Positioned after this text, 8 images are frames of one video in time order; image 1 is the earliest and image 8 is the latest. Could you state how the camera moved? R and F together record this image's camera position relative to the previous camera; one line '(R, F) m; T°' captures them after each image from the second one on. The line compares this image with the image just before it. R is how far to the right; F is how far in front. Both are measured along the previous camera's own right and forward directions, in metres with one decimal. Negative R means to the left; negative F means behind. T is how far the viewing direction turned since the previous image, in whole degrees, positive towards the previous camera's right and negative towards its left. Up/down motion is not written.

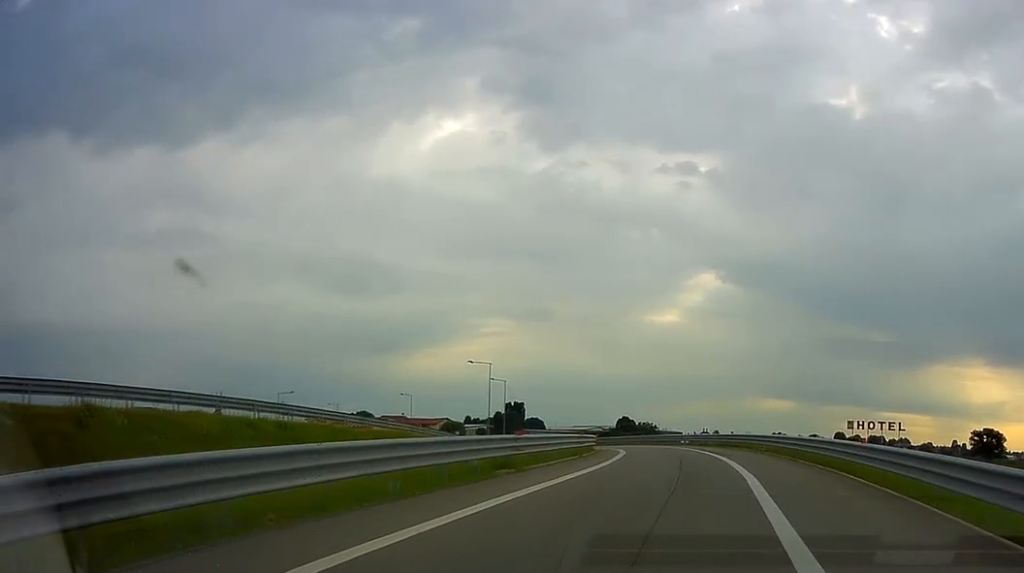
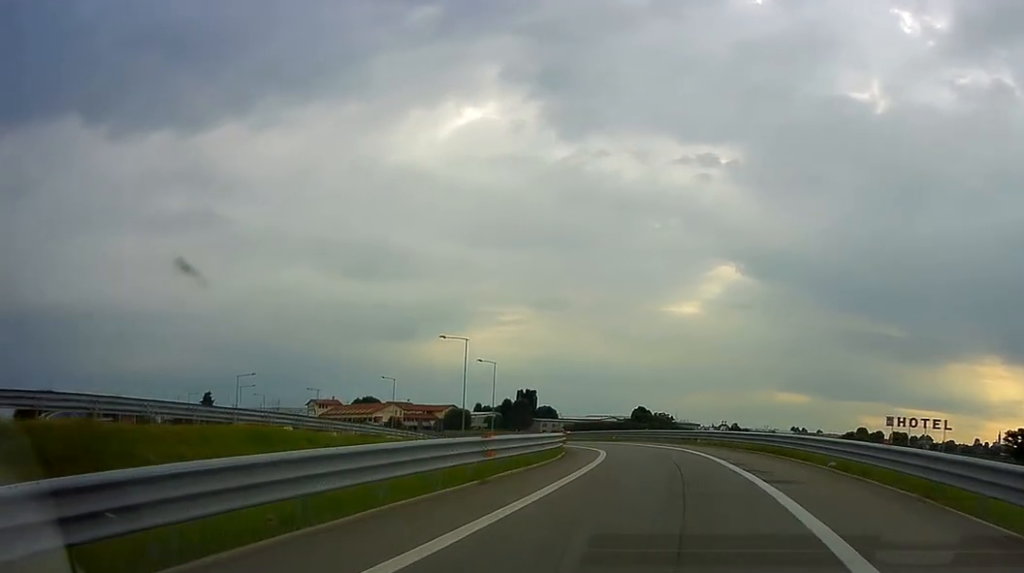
(+0.2, +15.4) m; +1°
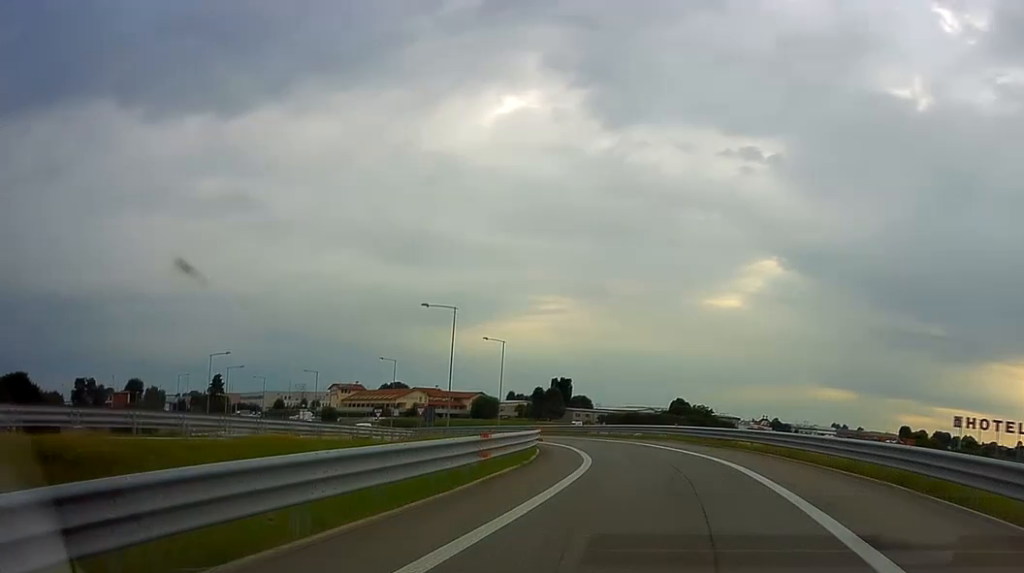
(0.0, +14.4) m; -2°
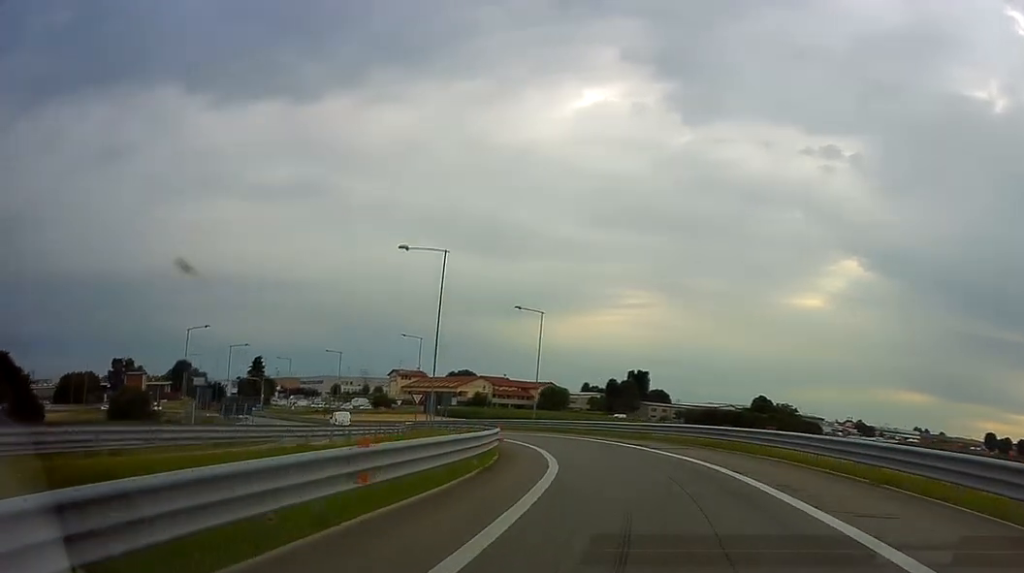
(-0.7, +17.8) m; -5°
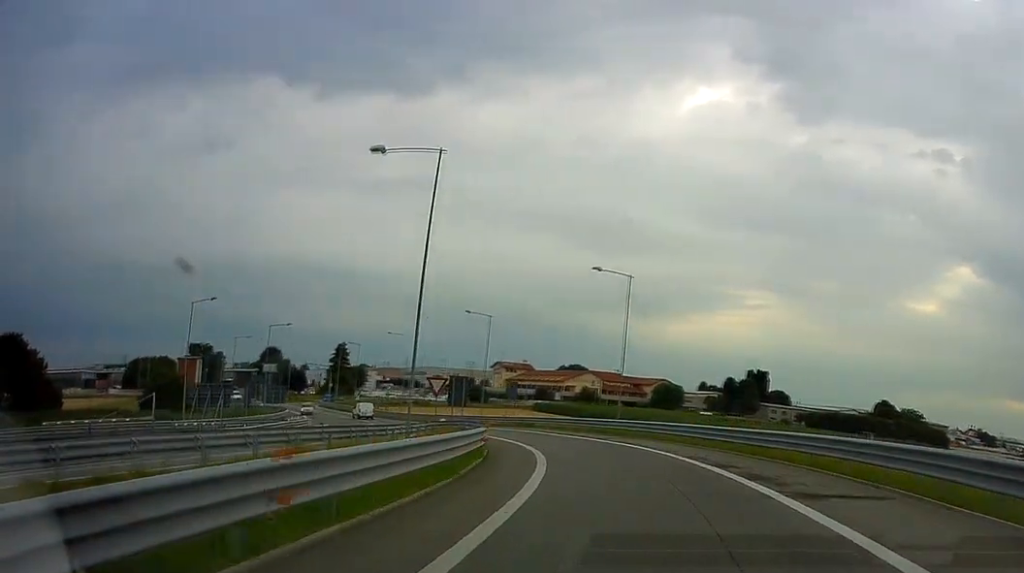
(-0.7, +16.1) m; -6°
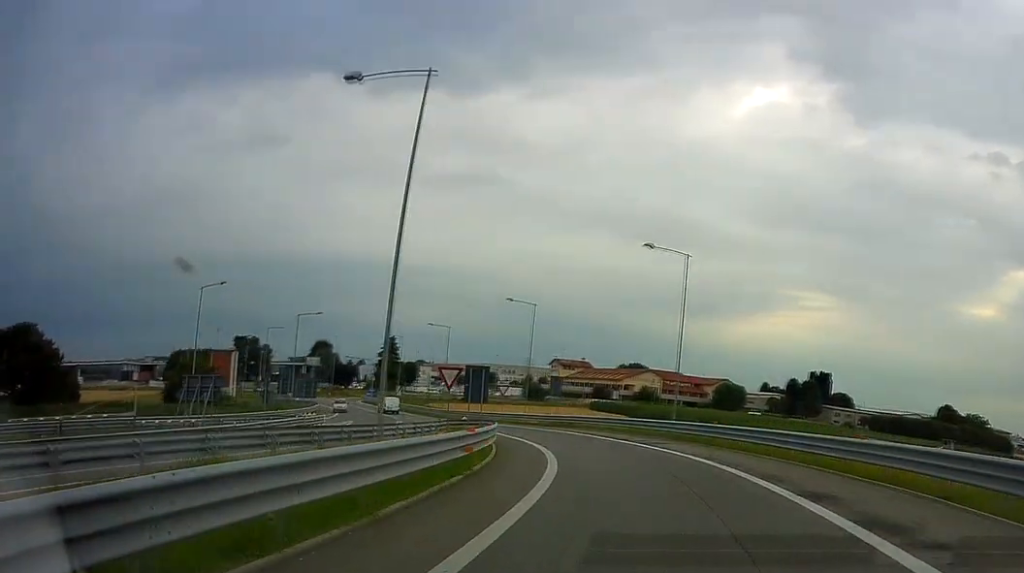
(-0.2, +6.5) m; -3°
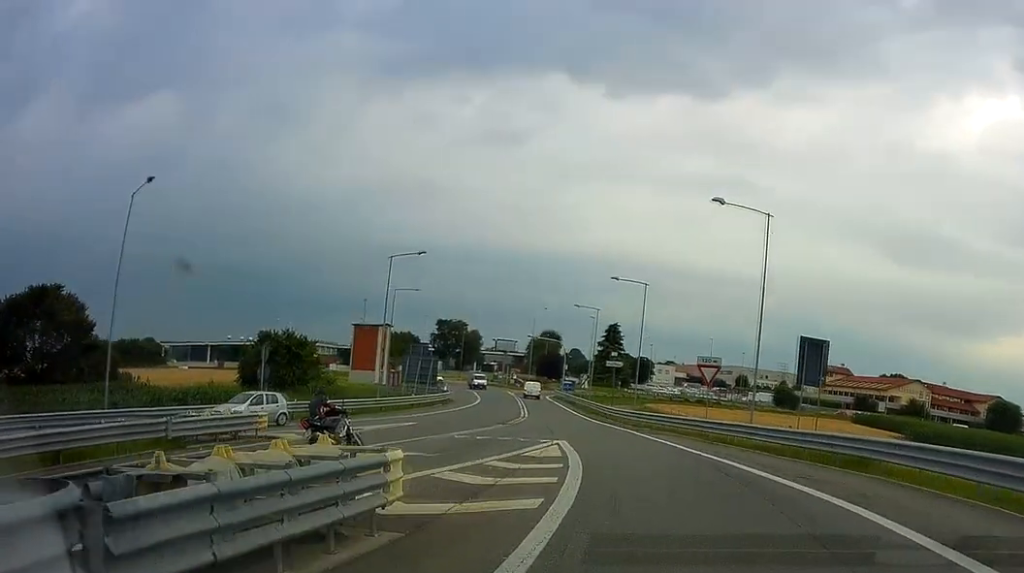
(-4.5, +29.6) m; -21°
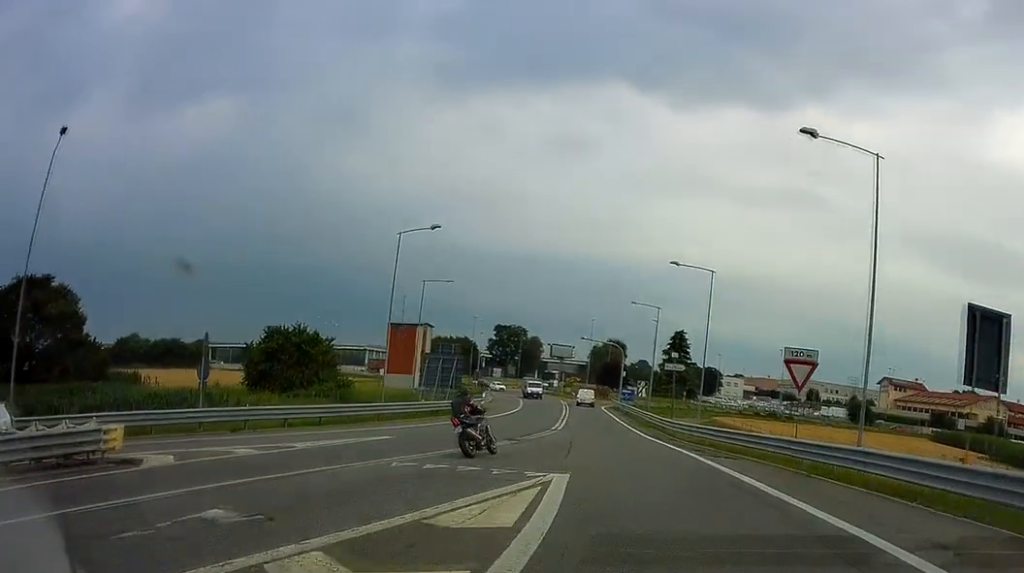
(-1.1, +9.1) m; -6°
